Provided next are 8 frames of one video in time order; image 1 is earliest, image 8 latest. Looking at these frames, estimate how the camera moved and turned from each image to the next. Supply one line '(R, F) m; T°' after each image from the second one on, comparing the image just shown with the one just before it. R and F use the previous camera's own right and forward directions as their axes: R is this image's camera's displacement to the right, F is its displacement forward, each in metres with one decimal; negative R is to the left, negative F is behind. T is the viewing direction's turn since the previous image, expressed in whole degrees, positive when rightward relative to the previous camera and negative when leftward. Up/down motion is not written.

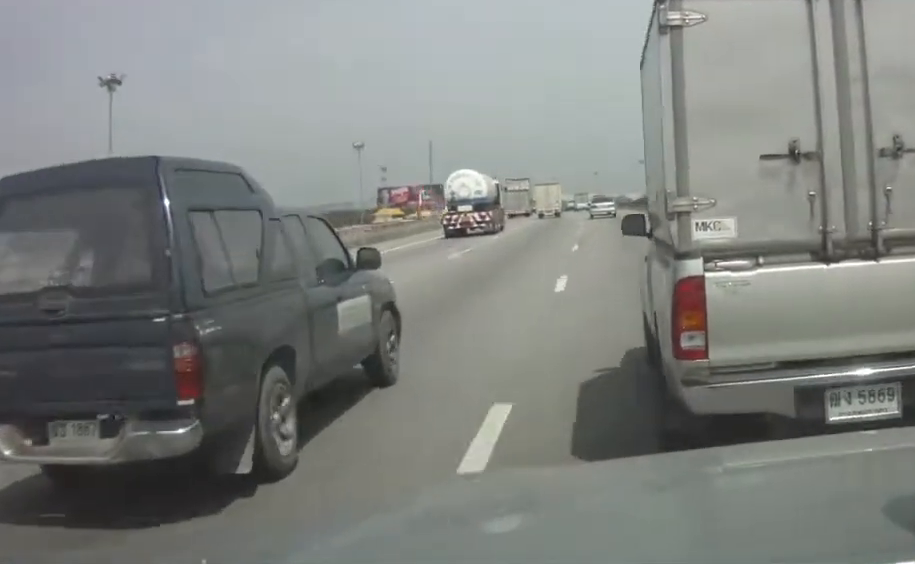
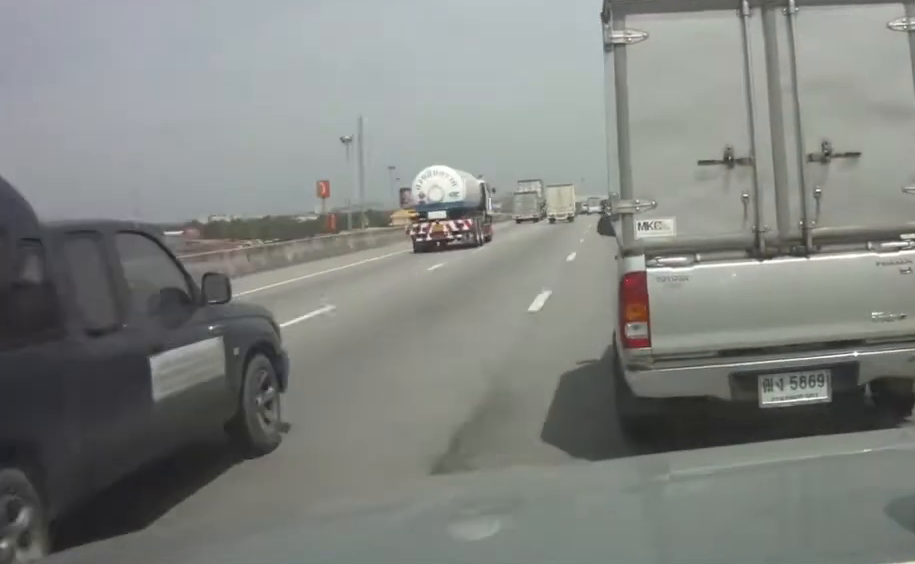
(-0.2, +26.3) m; -1°
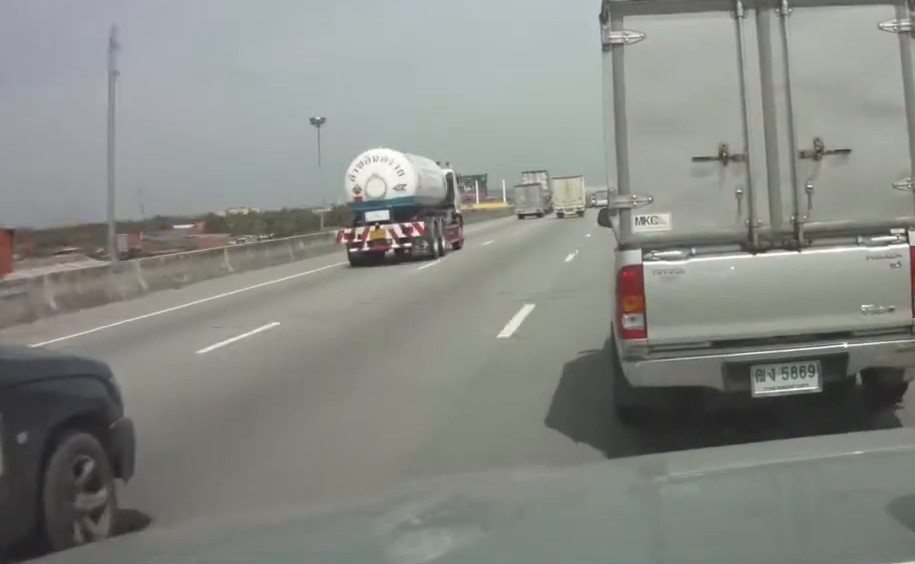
(-0.3, +26.2) m; -1°
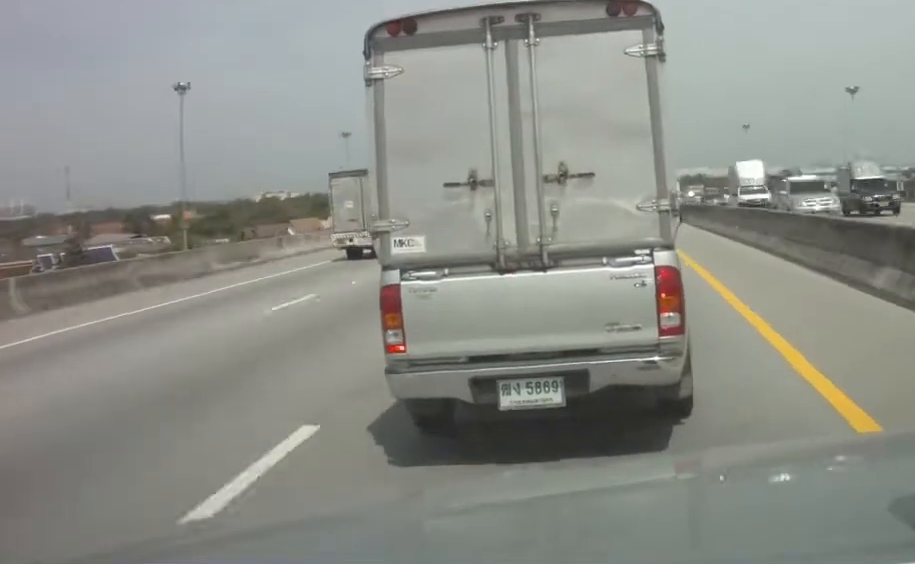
(-5.5, +150.6) m; -4°
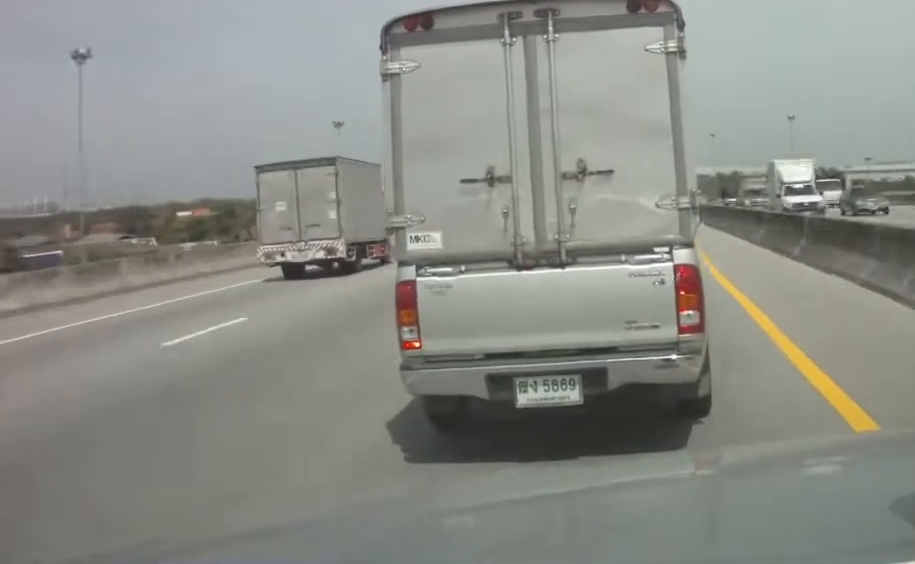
(-0.1, +29.4) m; -1°
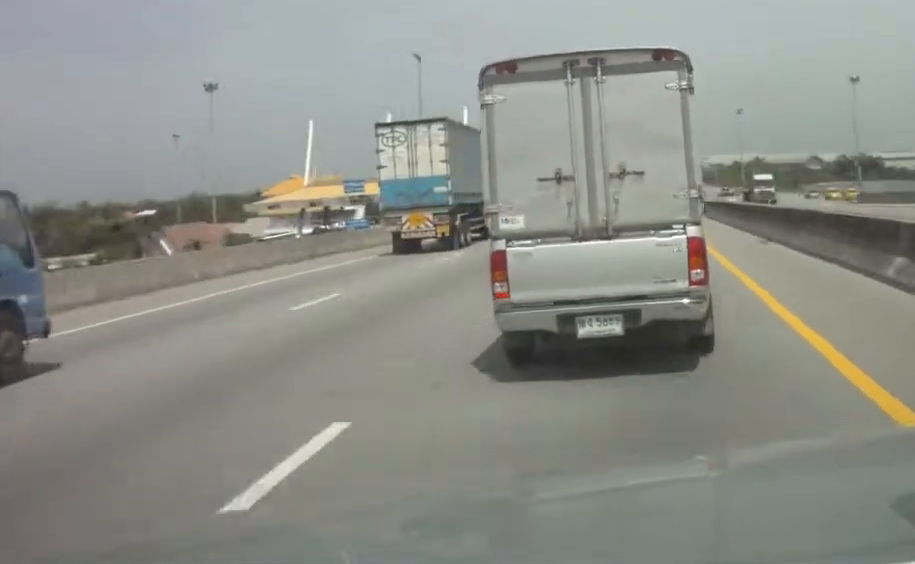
(-1.1, +69.2) m; -1°
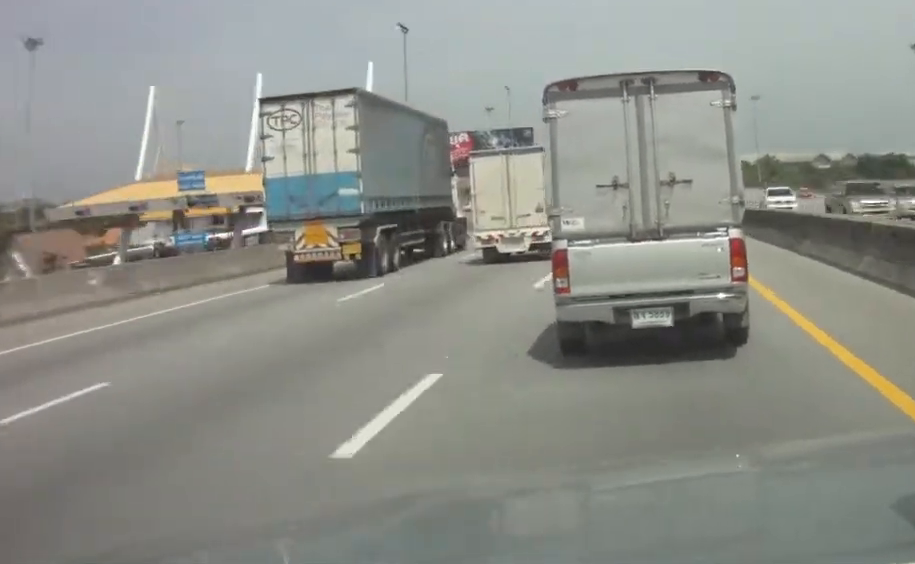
(-0.1, +46.3) m; 0°
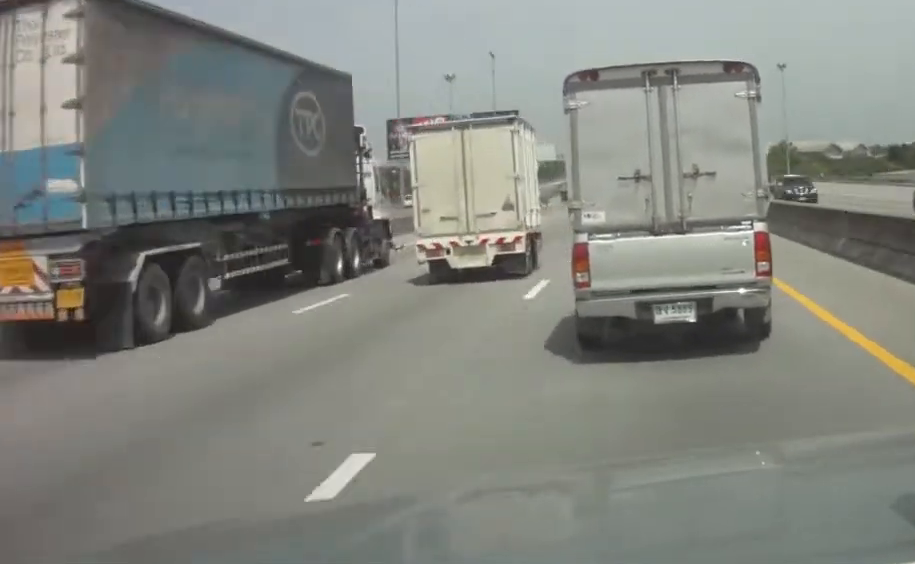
(0.0, +49.9) m; 0°
